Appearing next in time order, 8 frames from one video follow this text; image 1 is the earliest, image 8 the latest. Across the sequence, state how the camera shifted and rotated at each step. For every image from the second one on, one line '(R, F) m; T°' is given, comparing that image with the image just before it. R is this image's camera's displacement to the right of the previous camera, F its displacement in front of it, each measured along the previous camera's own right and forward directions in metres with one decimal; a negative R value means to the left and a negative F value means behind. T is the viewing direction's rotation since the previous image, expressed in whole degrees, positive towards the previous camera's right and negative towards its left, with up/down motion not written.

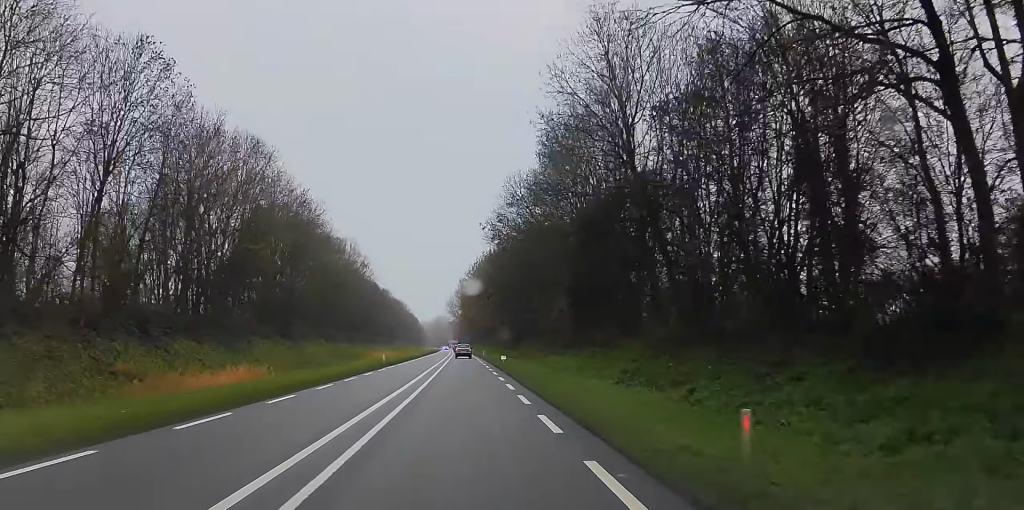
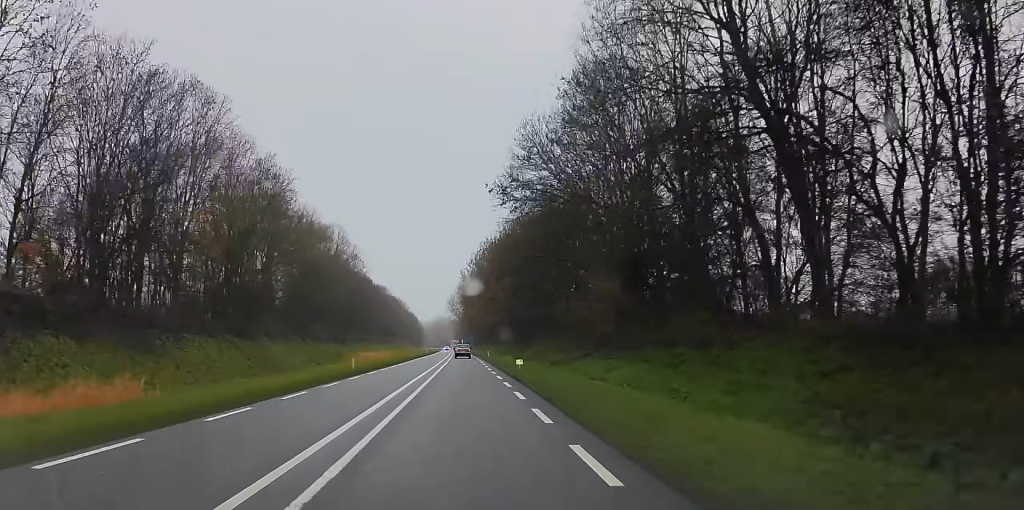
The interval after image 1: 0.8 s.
(0.0, +16.2) m; 0°
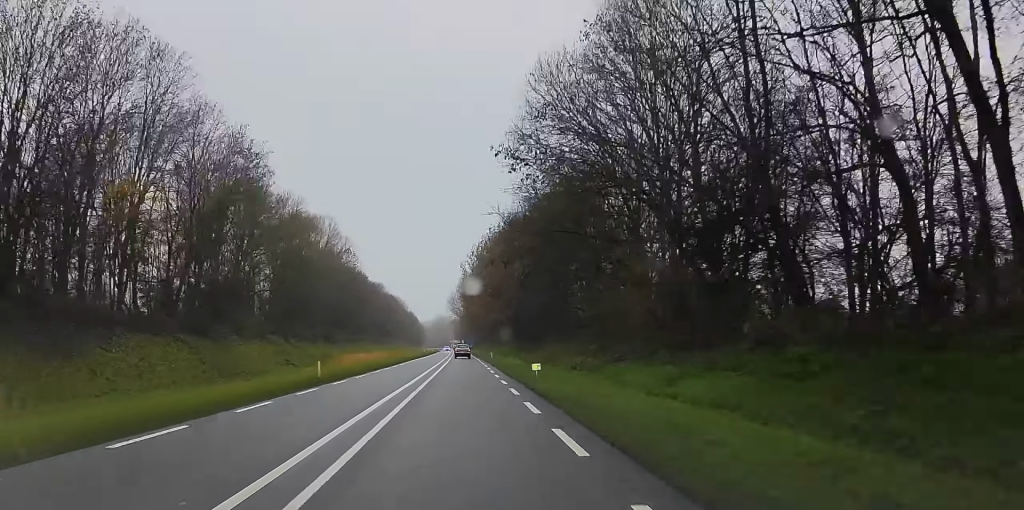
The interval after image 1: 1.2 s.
(0.0, +10.3) m; 0°
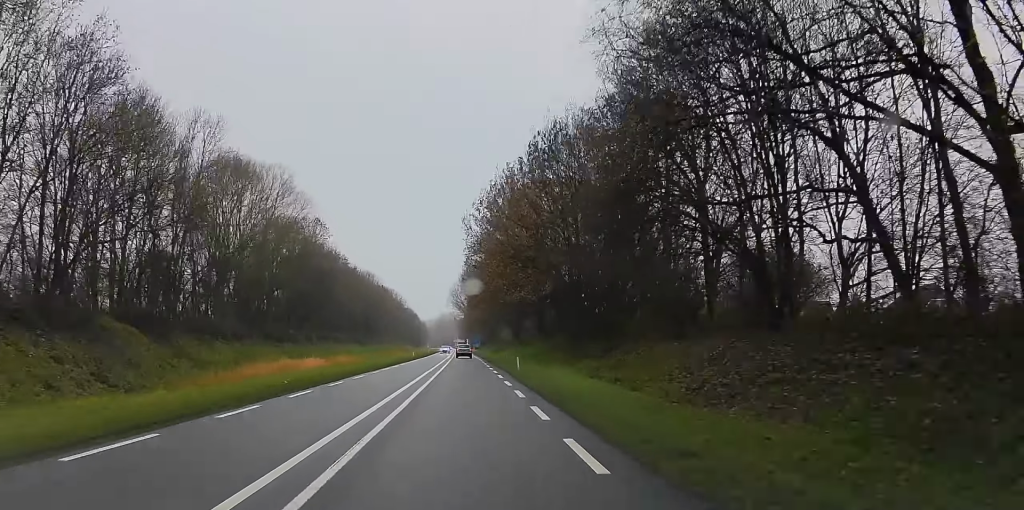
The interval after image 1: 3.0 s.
(-0.5, +36.9) m; -2°
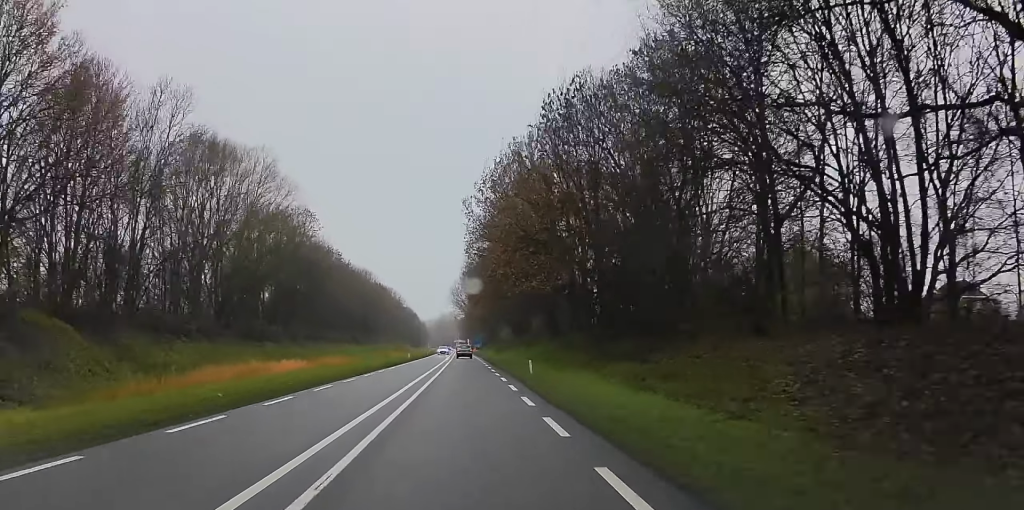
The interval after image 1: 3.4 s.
(-0.1, +8.6) m; -1°
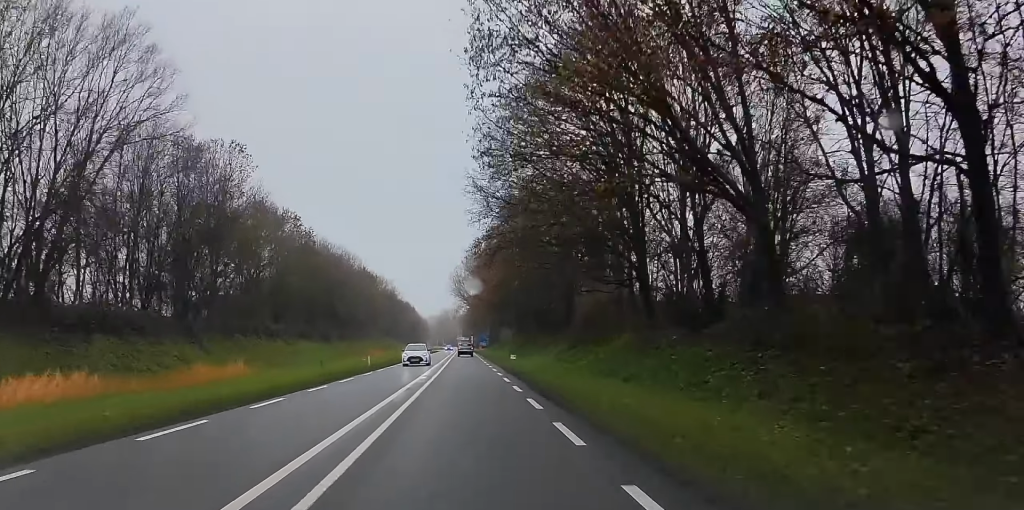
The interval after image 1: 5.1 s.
(-0.2, +36.9) m; 0°
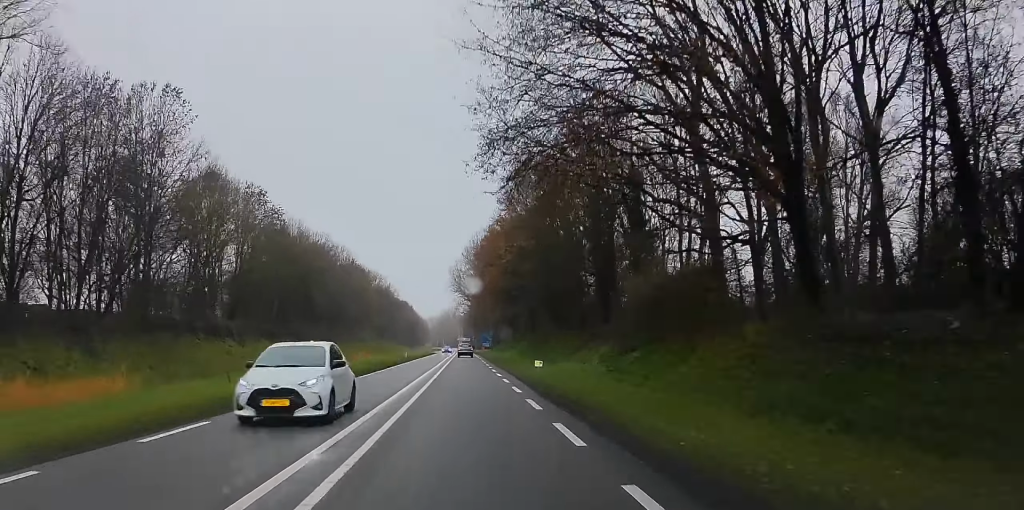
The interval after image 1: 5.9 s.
(+0.1, +18.0) m; +1°
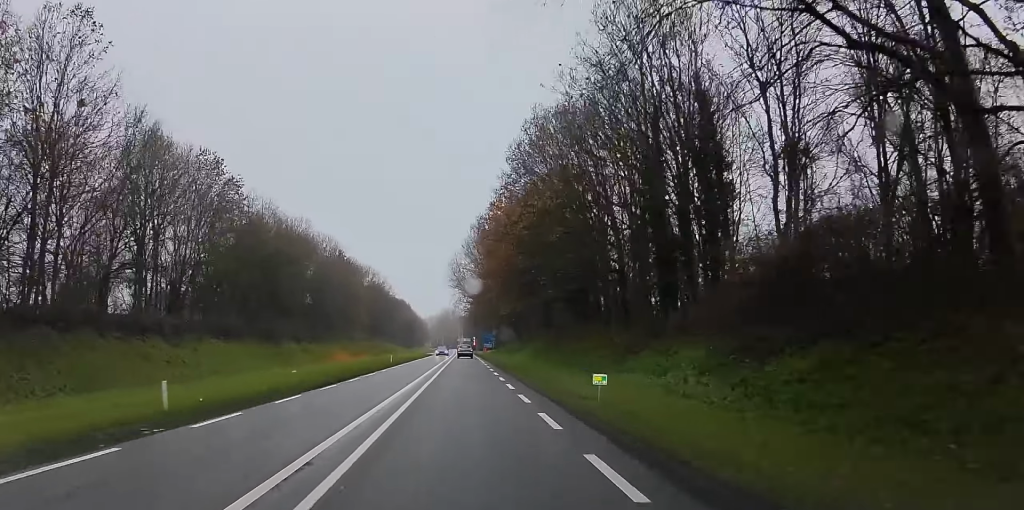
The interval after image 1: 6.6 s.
(+0.2, +15.5) m; +1°
